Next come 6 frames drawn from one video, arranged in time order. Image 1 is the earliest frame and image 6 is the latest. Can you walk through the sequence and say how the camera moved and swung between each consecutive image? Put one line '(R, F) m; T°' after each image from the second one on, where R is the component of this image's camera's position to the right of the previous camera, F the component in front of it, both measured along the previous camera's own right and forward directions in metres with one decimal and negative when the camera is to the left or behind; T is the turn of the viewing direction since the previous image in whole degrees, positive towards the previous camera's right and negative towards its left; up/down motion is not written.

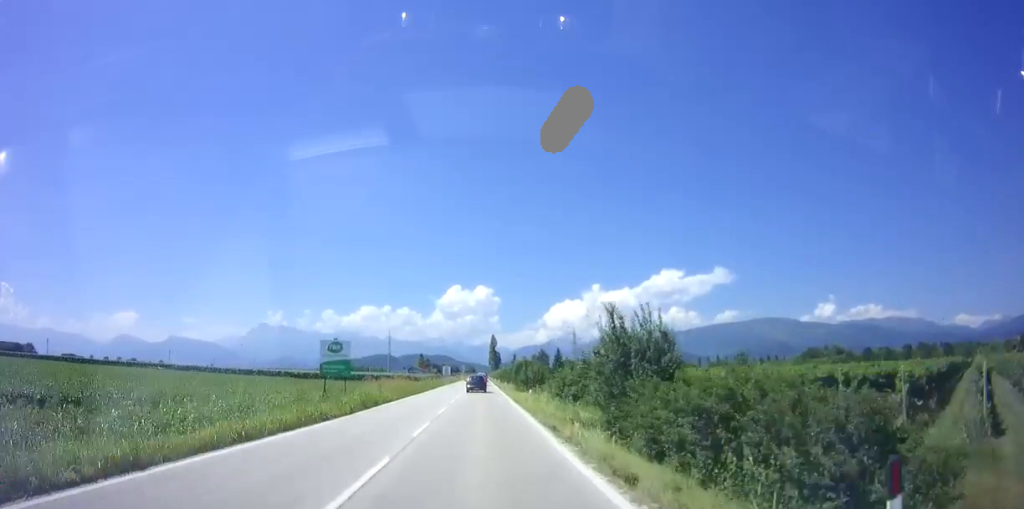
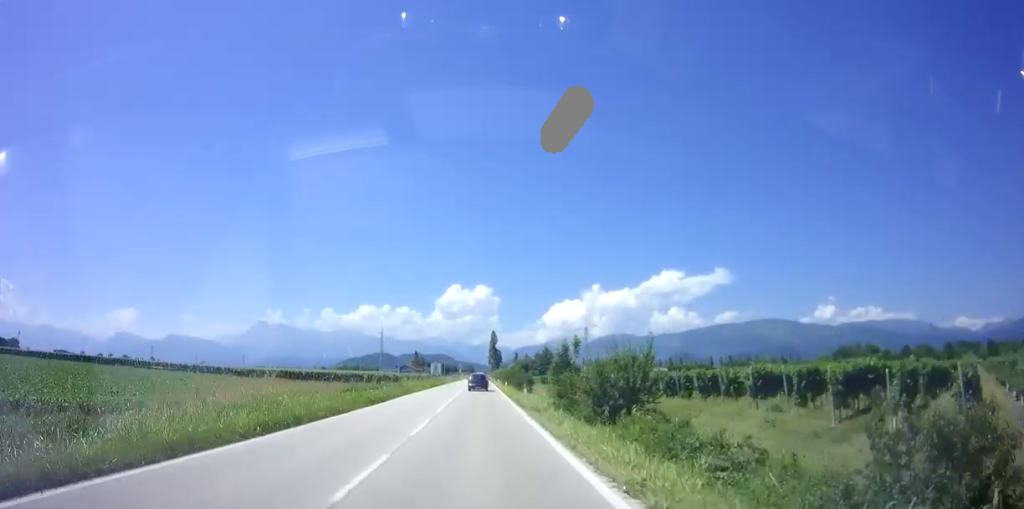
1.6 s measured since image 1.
(-0.2, +28.1) m; 0°
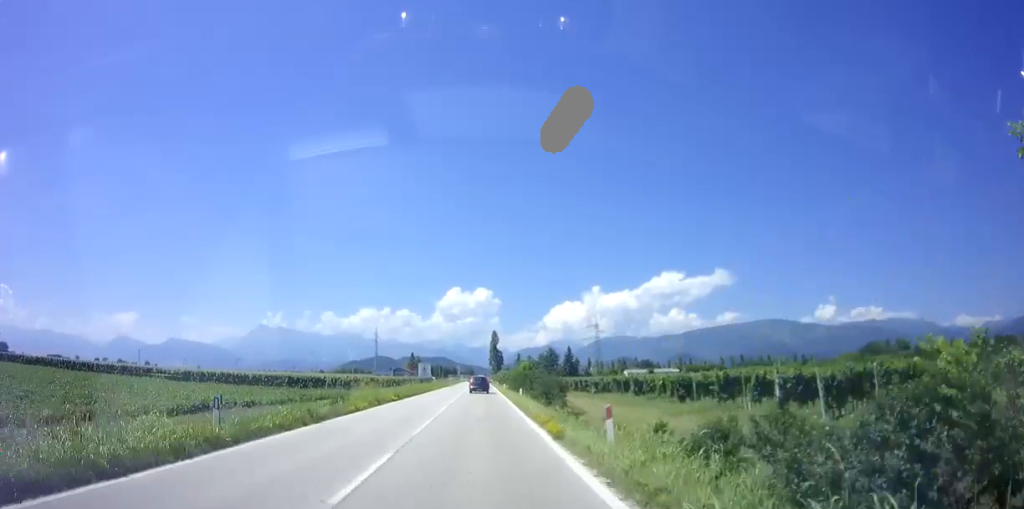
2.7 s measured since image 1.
(+0.2, +20.4) m; 0°
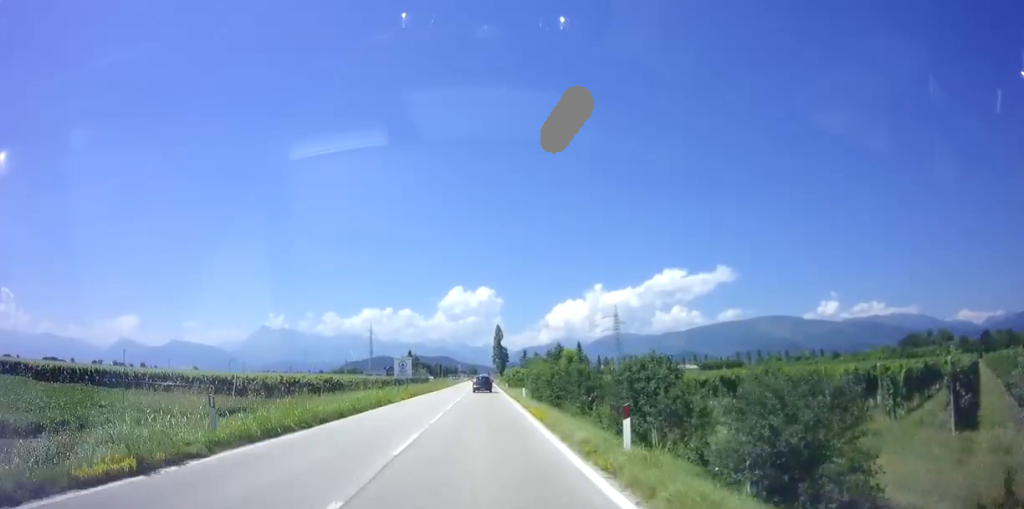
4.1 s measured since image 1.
(-0.4, +24.6) m; -1°
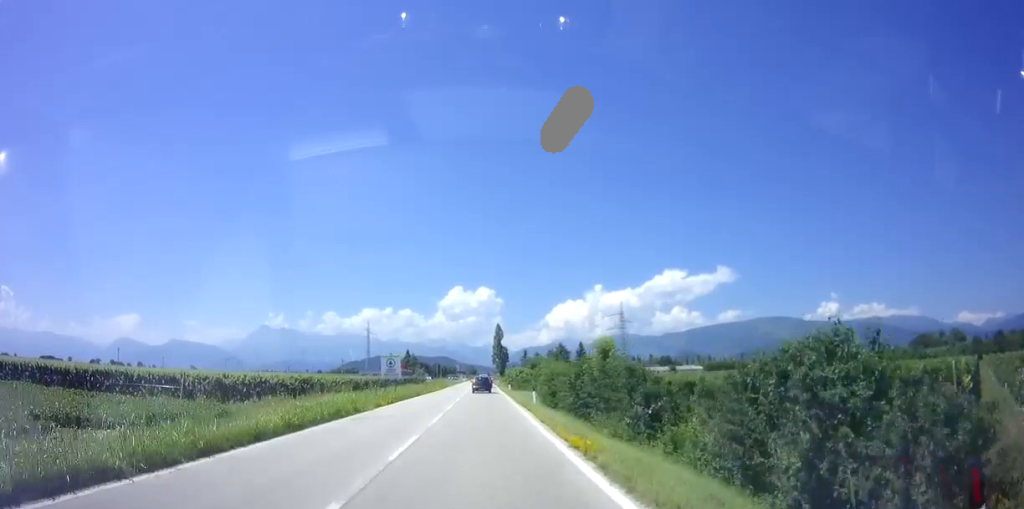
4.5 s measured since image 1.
(0.0, +7.2) m; 0°
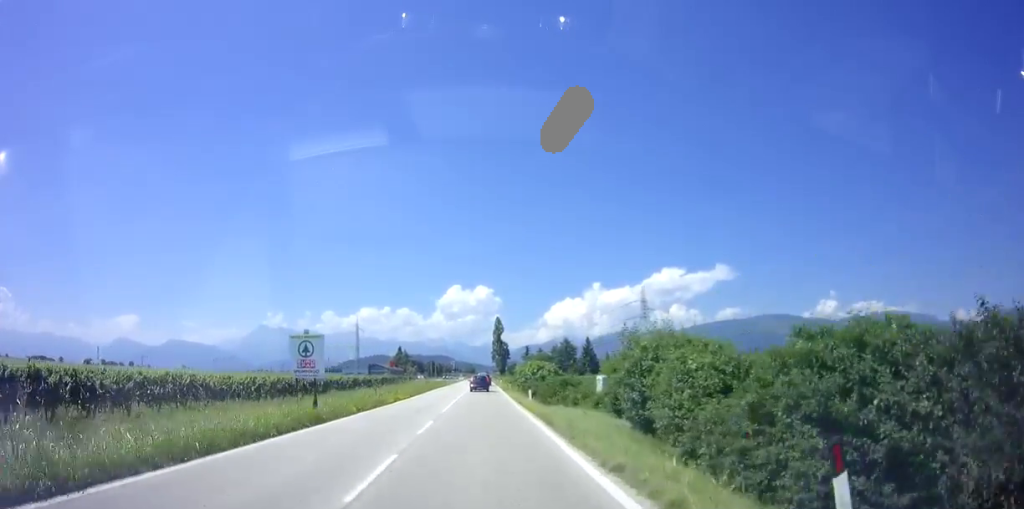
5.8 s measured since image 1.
(+0.4, +24.6) m; +1°
